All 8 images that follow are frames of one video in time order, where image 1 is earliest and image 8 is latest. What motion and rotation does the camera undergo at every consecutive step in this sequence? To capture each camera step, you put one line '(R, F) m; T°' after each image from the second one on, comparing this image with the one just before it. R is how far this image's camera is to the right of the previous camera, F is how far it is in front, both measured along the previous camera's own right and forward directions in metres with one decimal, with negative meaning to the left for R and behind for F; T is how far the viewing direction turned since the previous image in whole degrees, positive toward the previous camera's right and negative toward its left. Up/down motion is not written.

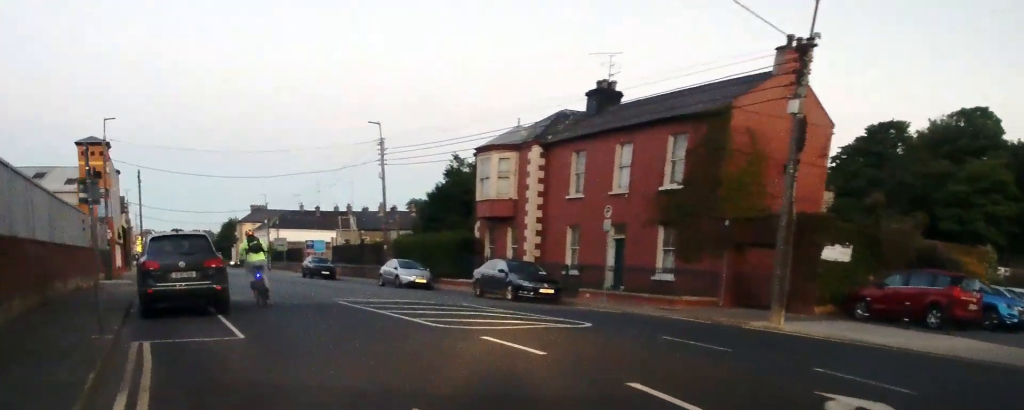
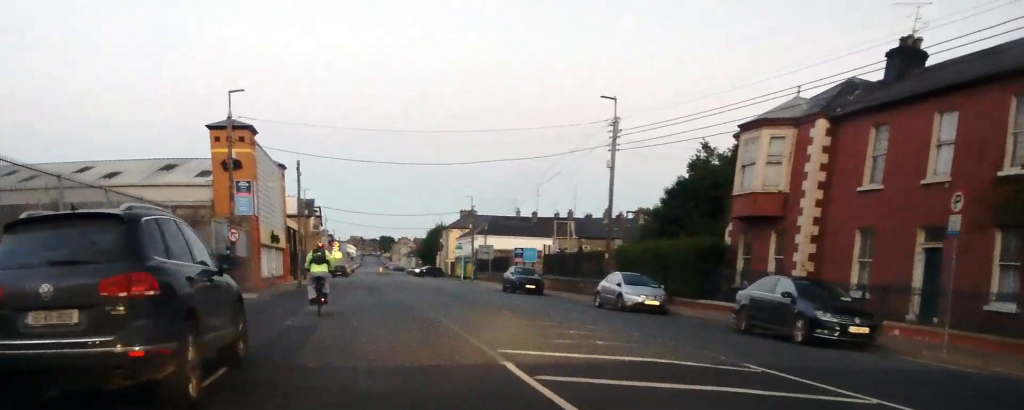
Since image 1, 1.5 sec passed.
(-1.6, +9.8) m; -14°
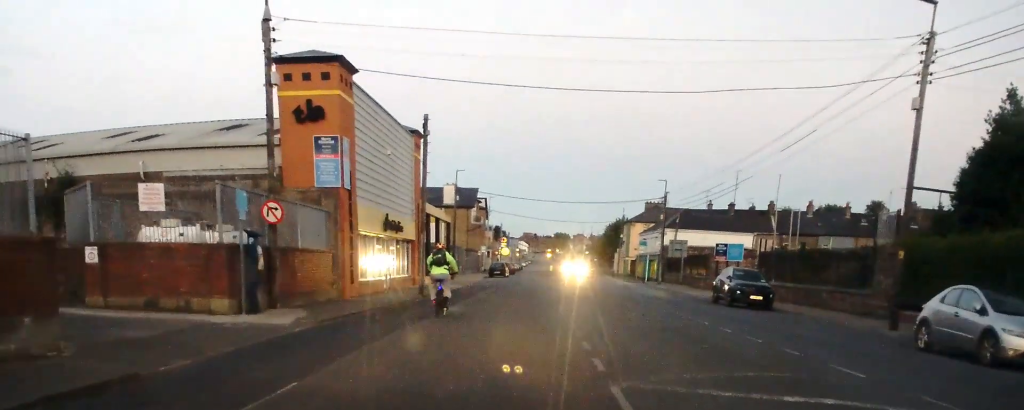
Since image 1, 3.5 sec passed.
(-1.7, +14.2) m; -10°
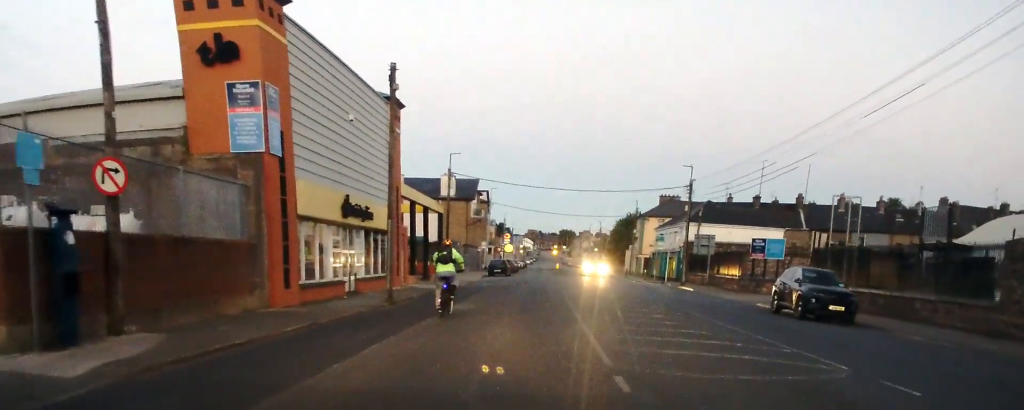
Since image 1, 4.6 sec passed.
(0.0, +8.3) m; +1°
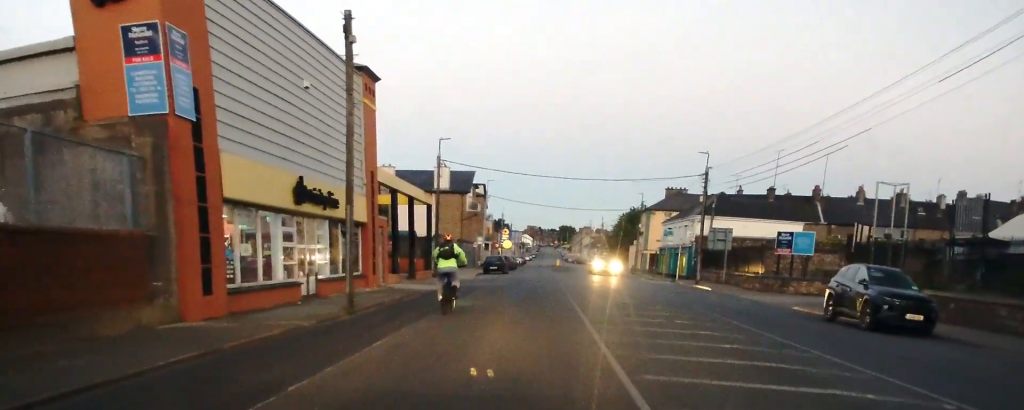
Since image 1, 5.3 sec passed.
(+0.2, +5.2) m; 0°
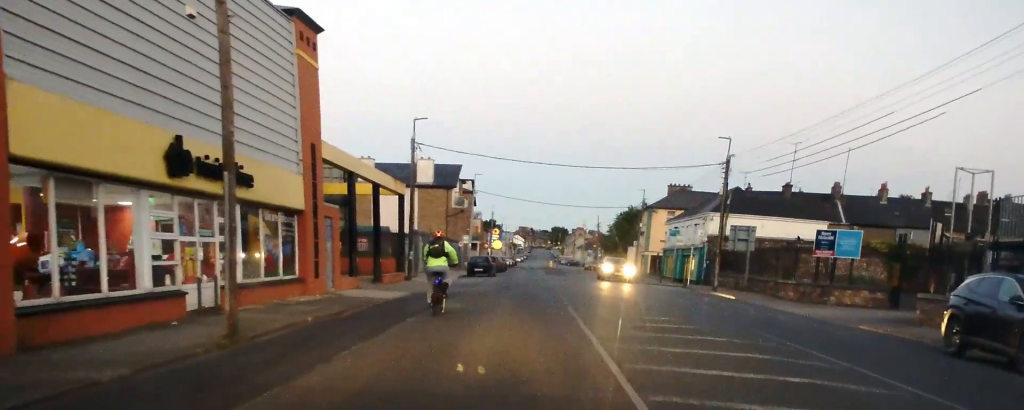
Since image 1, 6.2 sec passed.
(-0.2, +7.4) m; -3°
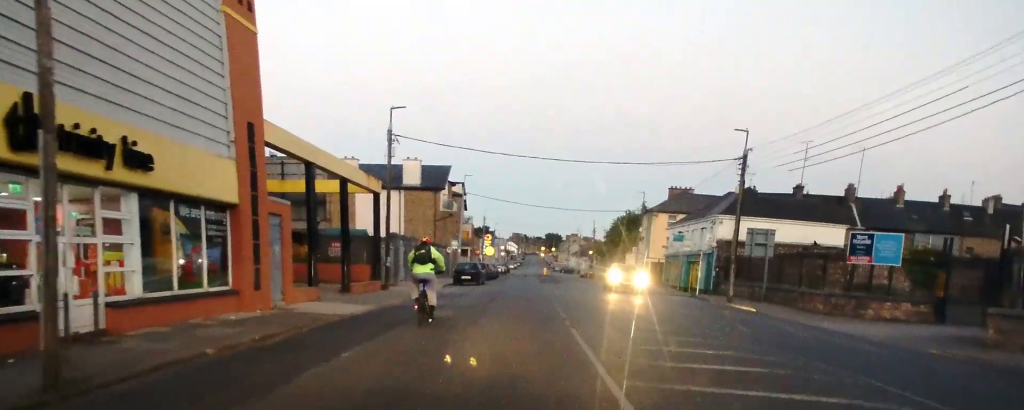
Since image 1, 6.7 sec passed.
(-0.2, +5.0) m; 0°
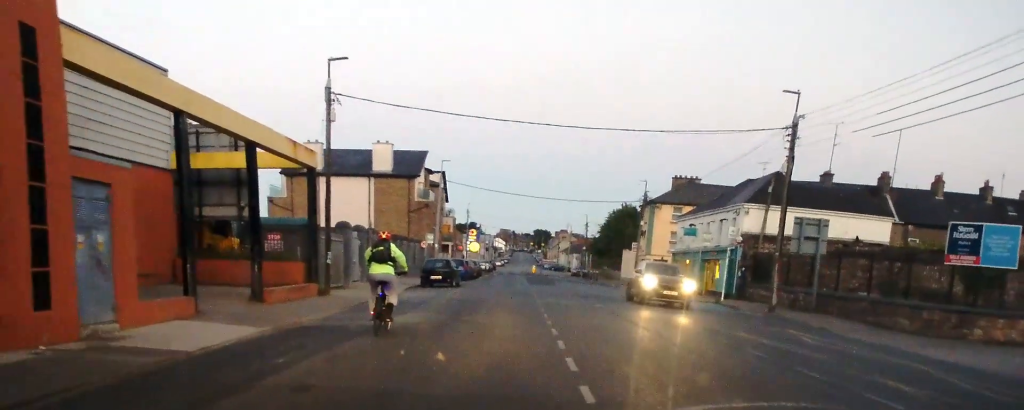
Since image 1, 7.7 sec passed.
(+0.1, +9.0) m; +3°
